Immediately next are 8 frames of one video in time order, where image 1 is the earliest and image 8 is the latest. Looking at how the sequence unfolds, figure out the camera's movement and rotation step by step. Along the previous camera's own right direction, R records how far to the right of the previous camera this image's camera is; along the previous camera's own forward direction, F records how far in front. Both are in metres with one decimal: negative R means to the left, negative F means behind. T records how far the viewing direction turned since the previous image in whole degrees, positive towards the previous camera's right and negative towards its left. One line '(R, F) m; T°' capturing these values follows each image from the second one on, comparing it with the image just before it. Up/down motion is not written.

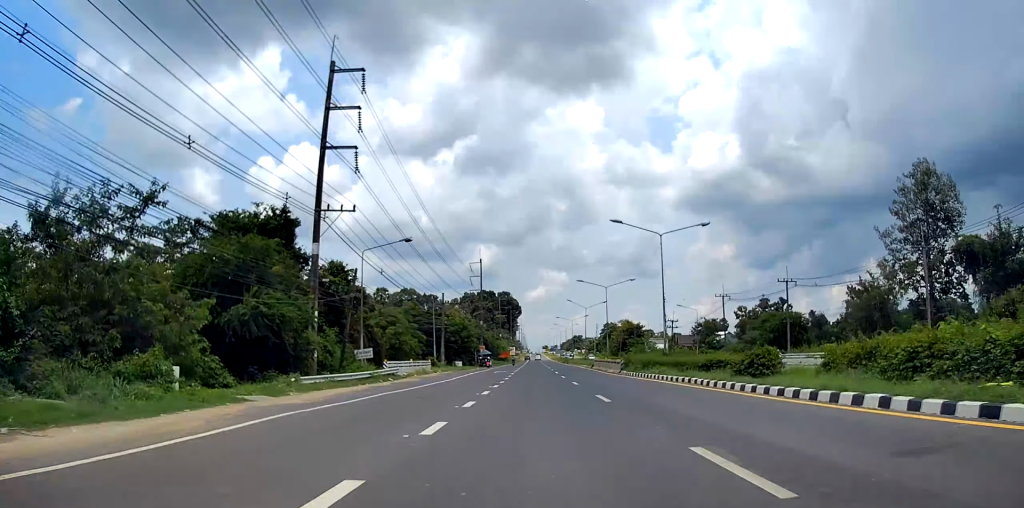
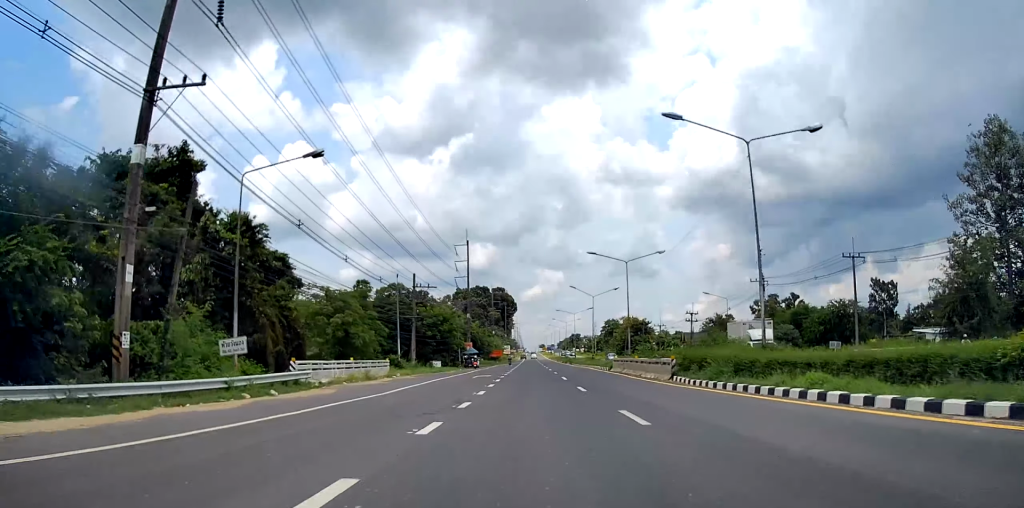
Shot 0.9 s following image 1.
(0.0, +17.4) m; 0°
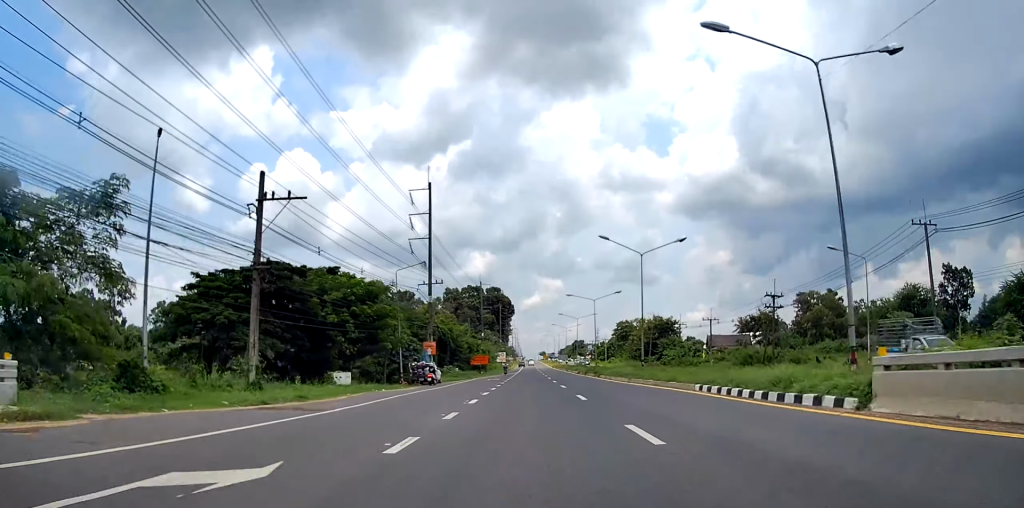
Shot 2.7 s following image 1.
(-0.3, +37.6) m; 0°
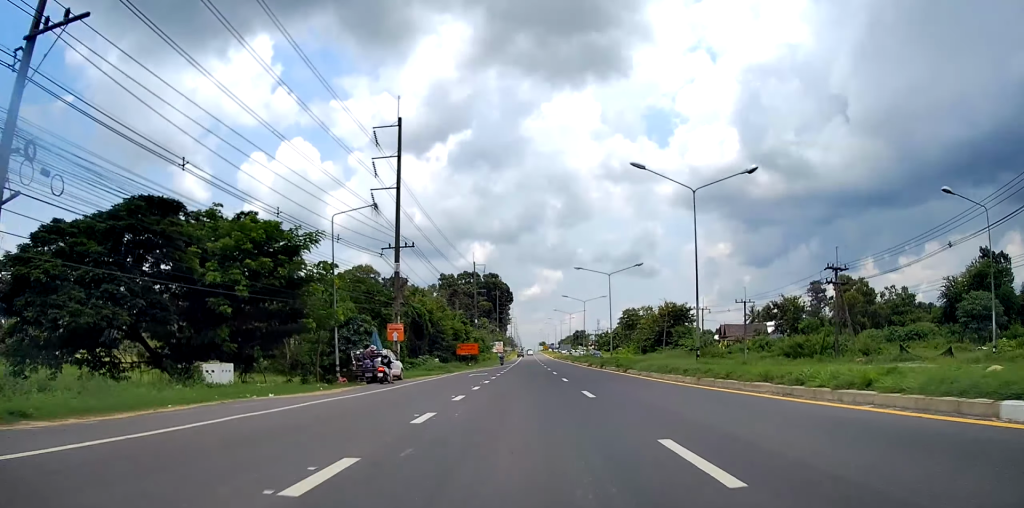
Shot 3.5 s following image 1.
(0.0, +15.6) m; +1°
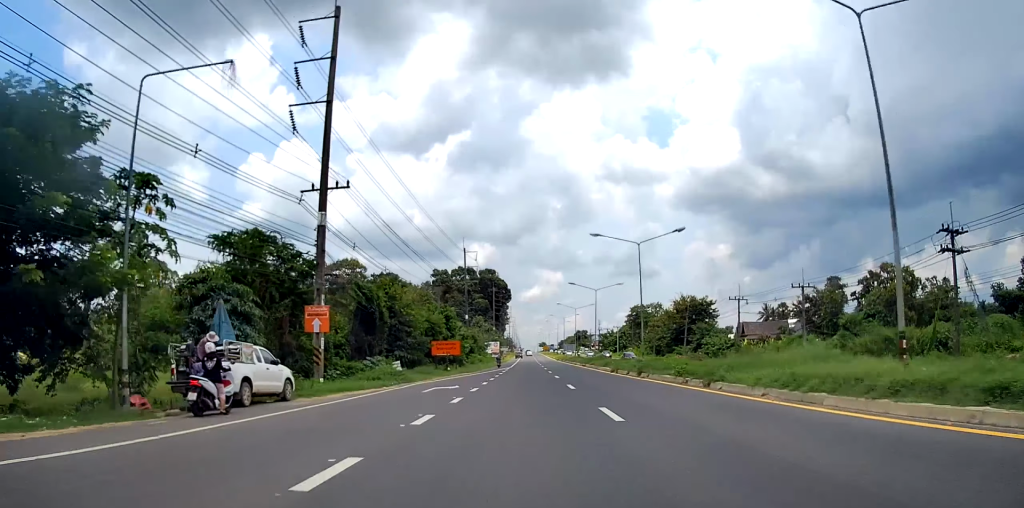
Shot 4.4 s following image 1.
(+0.3, +18.3) m; 0°
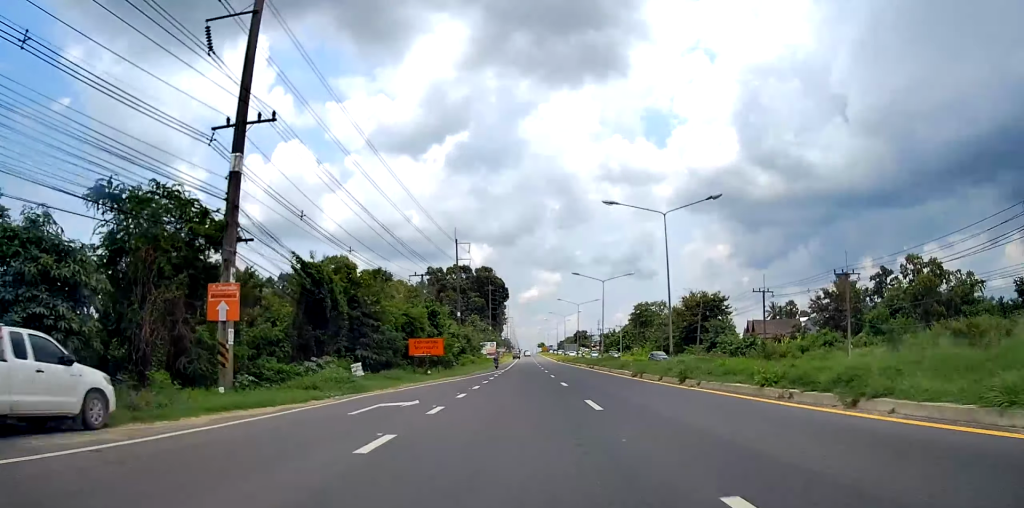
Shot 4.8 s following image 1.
(-0.1, +8.5) m; 0°
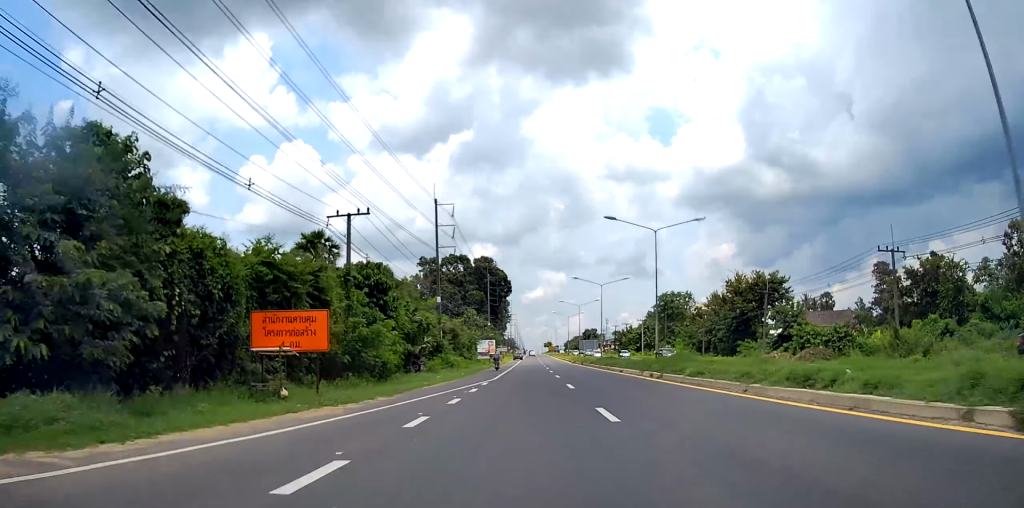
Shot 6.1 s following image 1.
(-0.2, +27.0) m; -1°
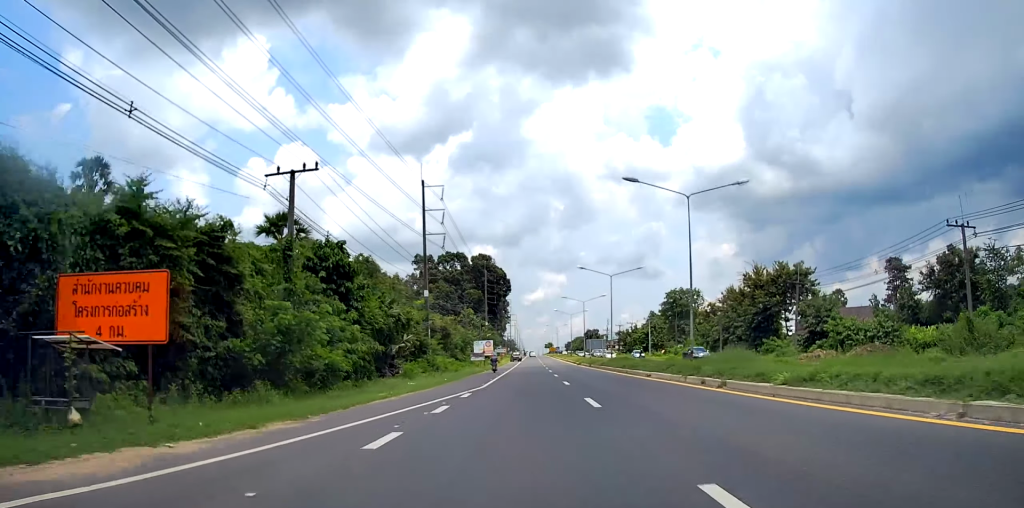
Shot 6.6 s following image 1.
(0.0, +9.3) m; 0°
